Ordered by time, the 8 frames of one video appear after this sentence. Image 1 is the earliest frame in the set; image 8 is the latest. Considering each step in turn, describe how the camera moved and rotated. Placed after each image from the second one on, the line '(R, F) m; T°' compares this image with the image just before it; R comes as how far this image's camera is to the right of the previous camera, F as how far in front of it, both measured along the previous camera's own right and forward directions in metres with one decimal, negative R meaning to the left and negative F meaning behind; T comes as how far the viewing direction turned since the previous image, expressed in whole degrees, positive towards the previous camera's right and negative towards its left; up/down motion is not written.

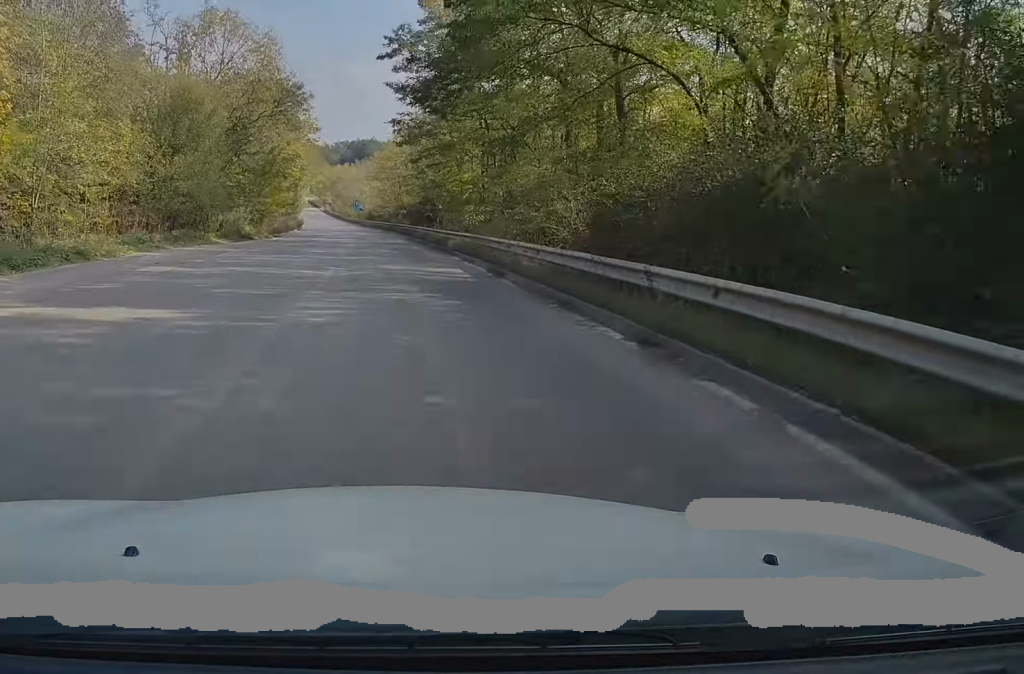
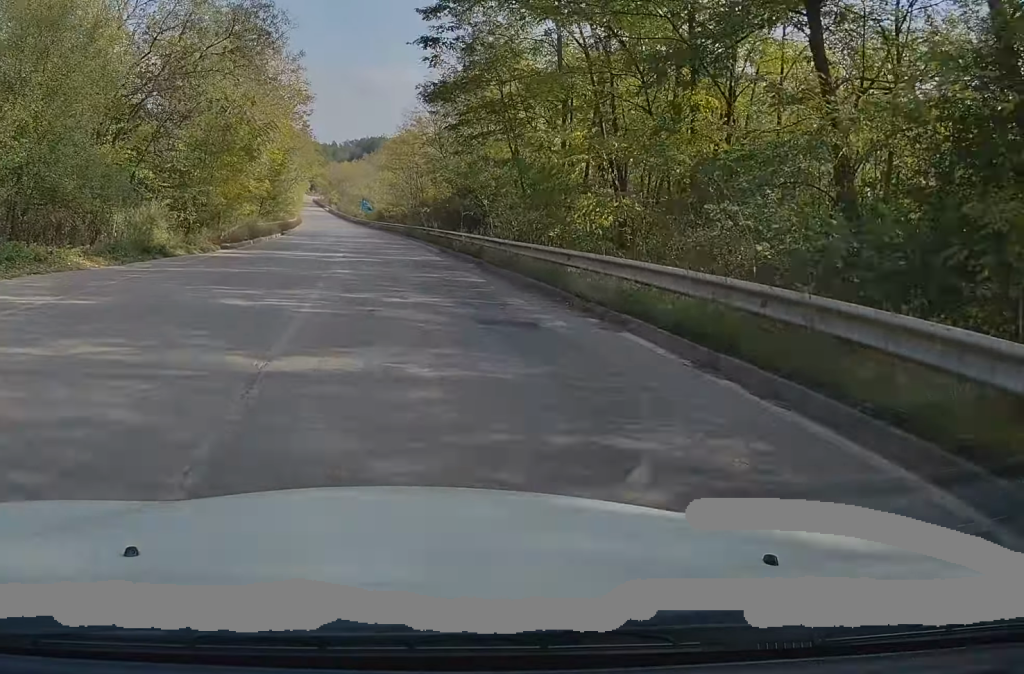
(0.0, +18.7) m; -1°
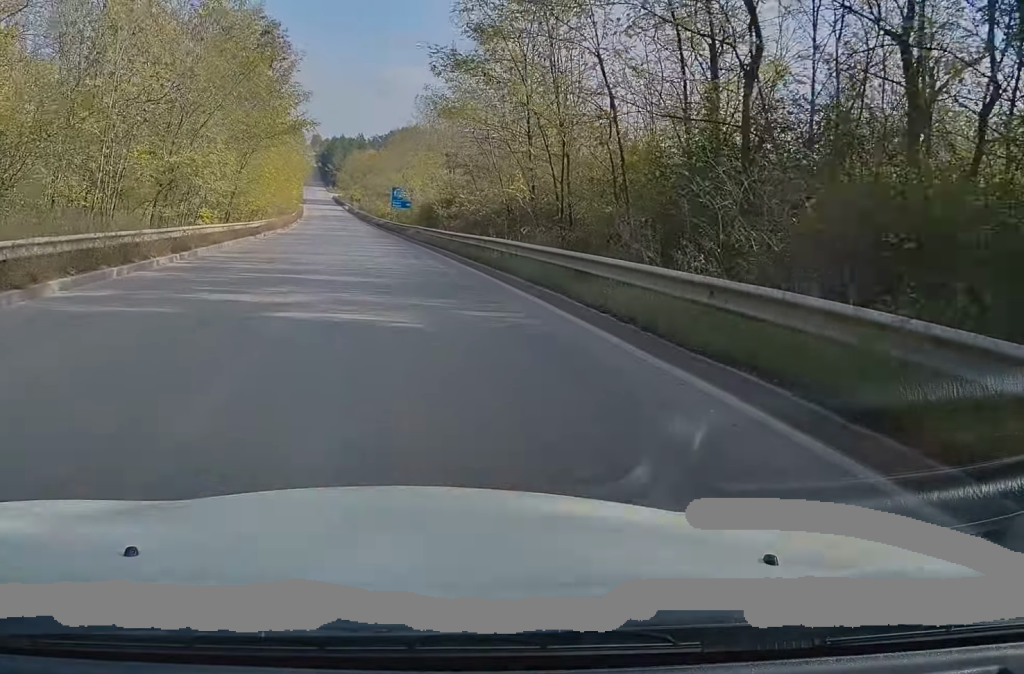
(-1.2, +46.4) m; -4°
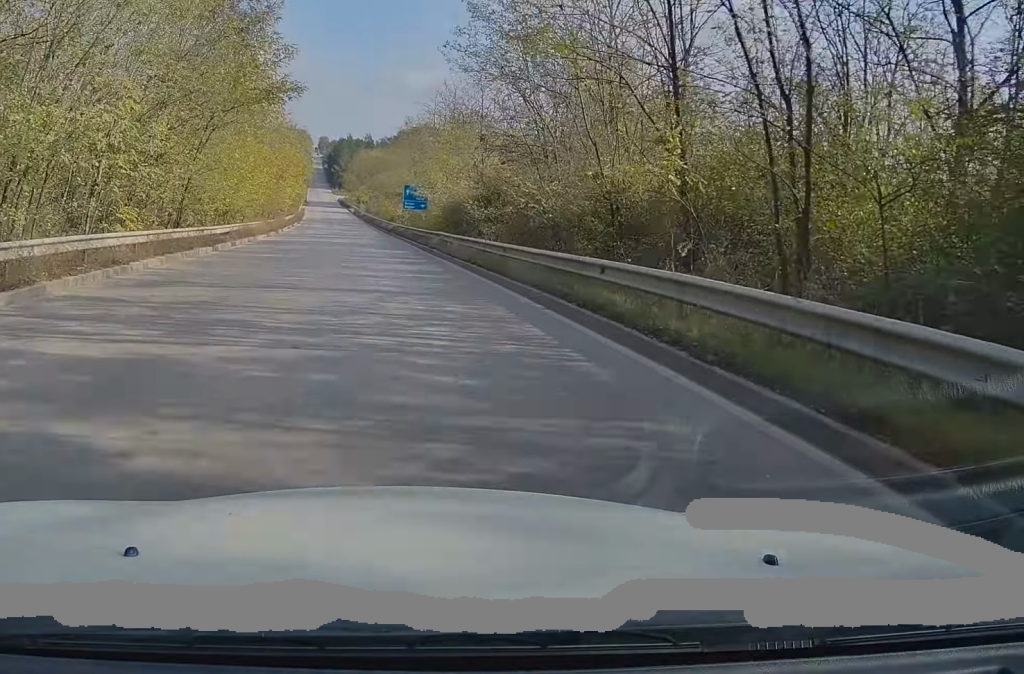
(-0.3, +12.1) m; 0°
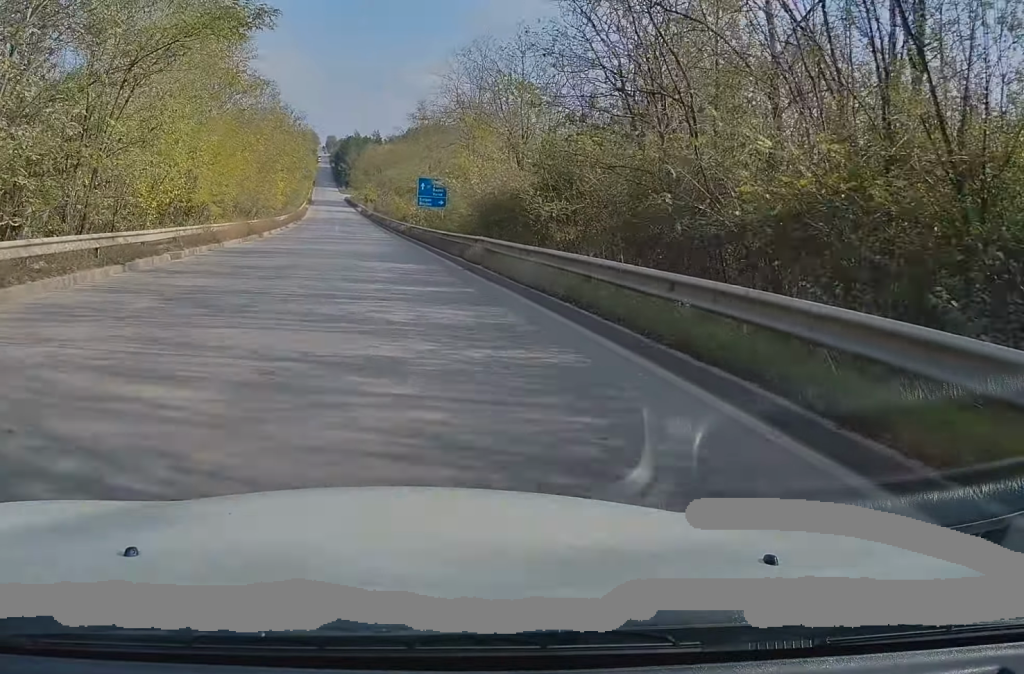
(-0.1, +10.8) m; 0°
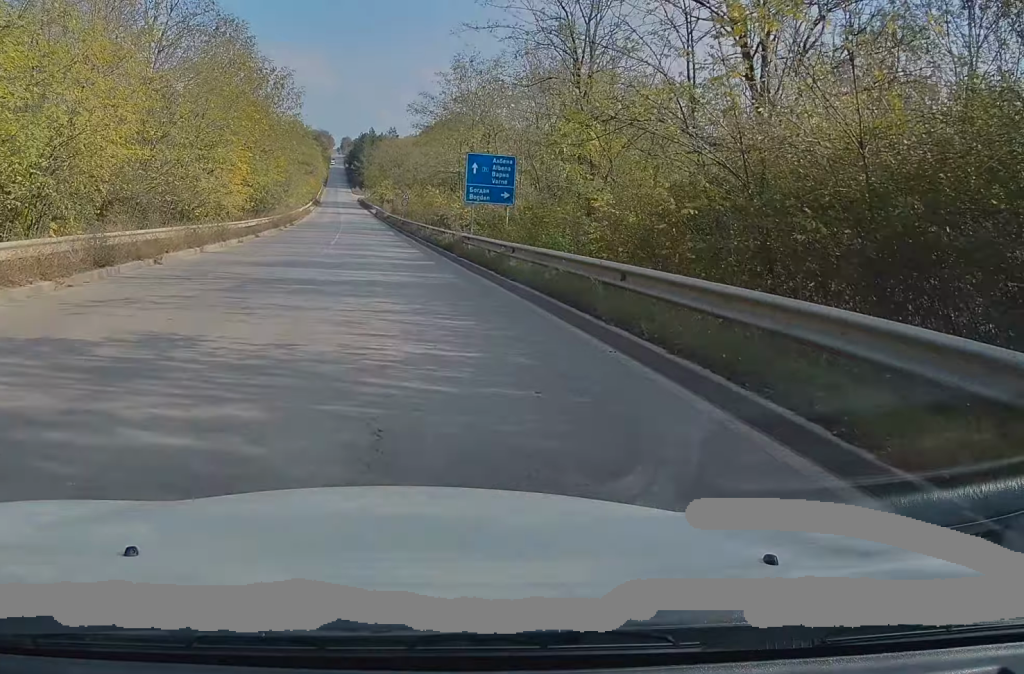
(+0.3, +22.5) m; 0°
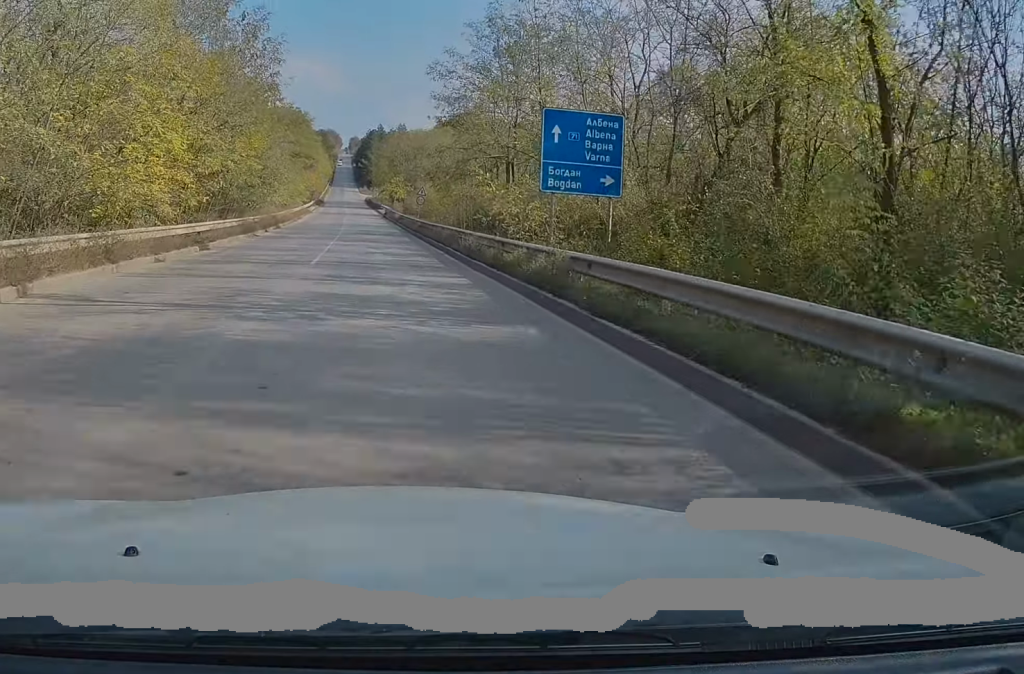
(-0.2, +14.1) m; -1°
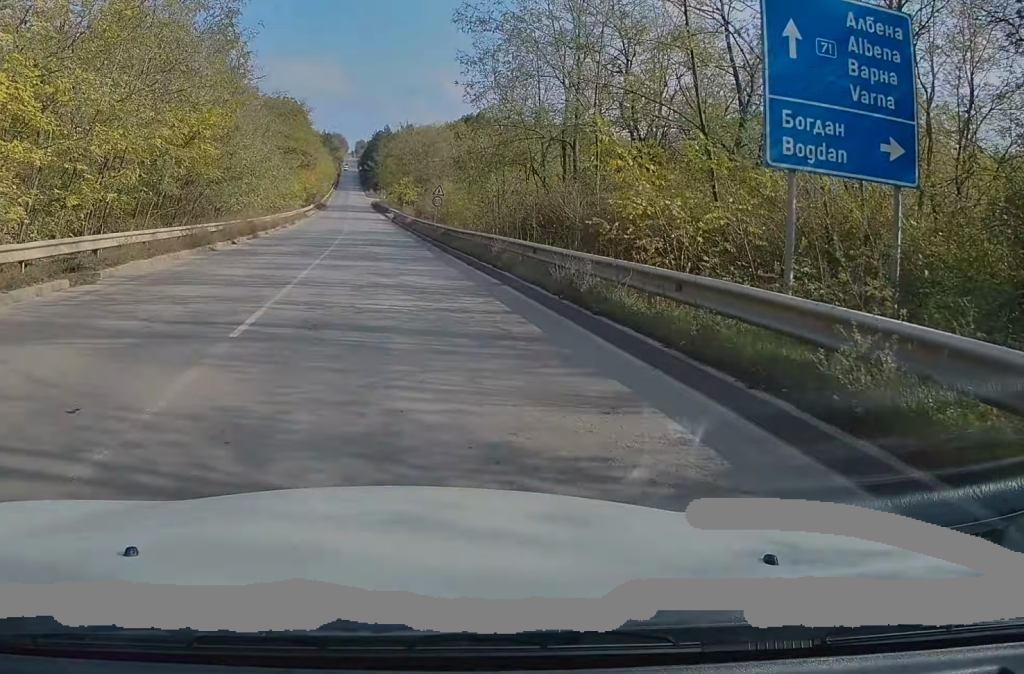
(0.0, +11.5) m; 0°
